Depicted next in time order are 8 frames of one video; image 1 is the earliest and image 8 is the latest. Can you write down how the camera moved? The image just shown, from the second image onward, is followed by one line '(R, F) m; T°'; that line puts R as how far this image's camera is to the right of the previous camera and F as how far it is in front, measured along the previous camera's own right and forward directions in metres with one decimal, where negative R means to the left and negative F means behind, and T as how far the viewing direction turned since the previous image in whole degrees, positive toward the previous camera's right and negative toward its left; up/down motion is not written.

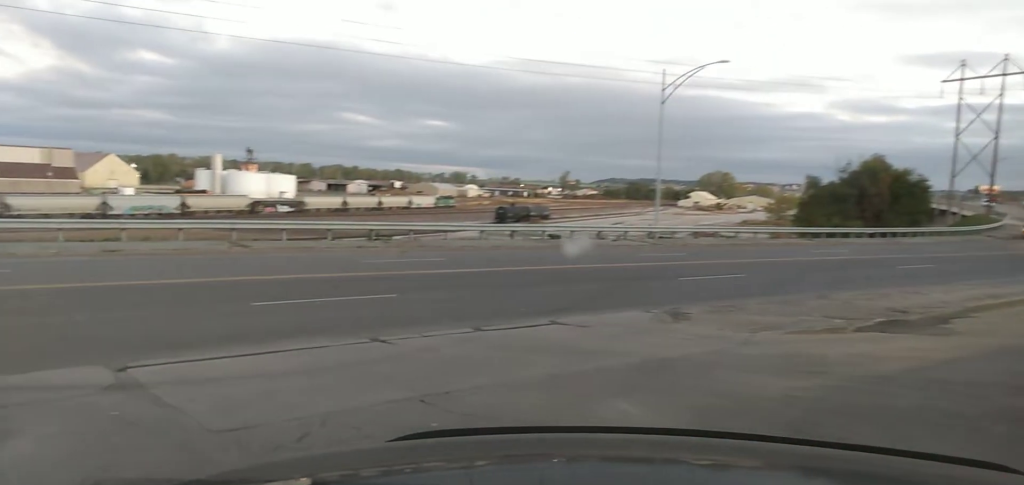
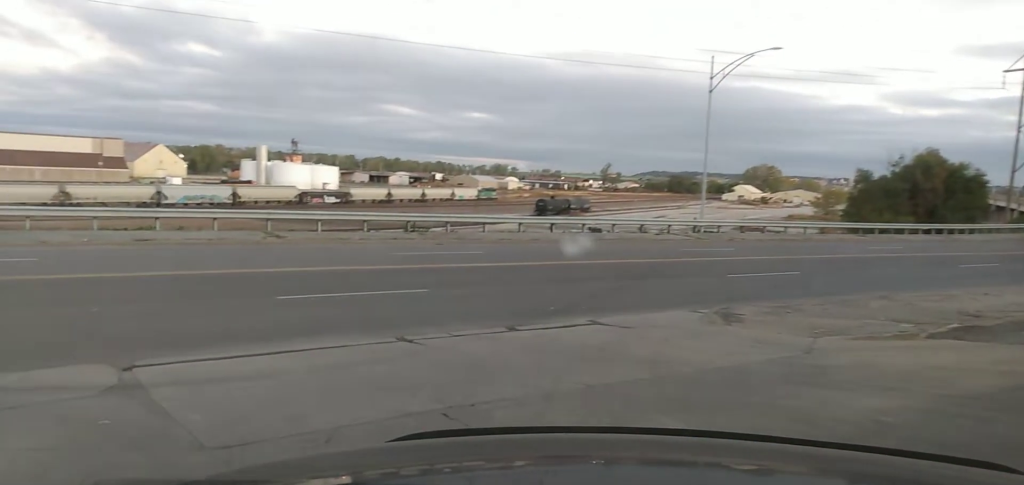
(0.0, +1.2) m; -1°
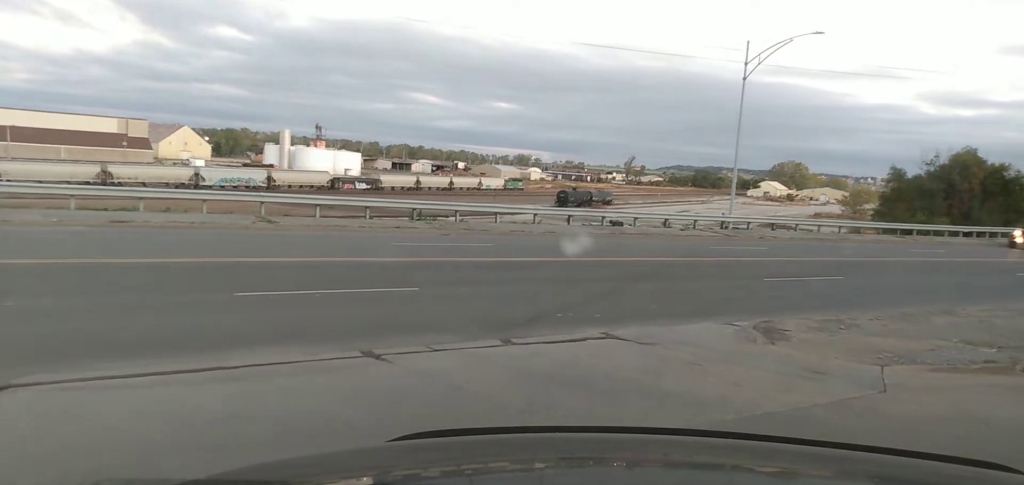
(0.0, +2.8) m; -3°
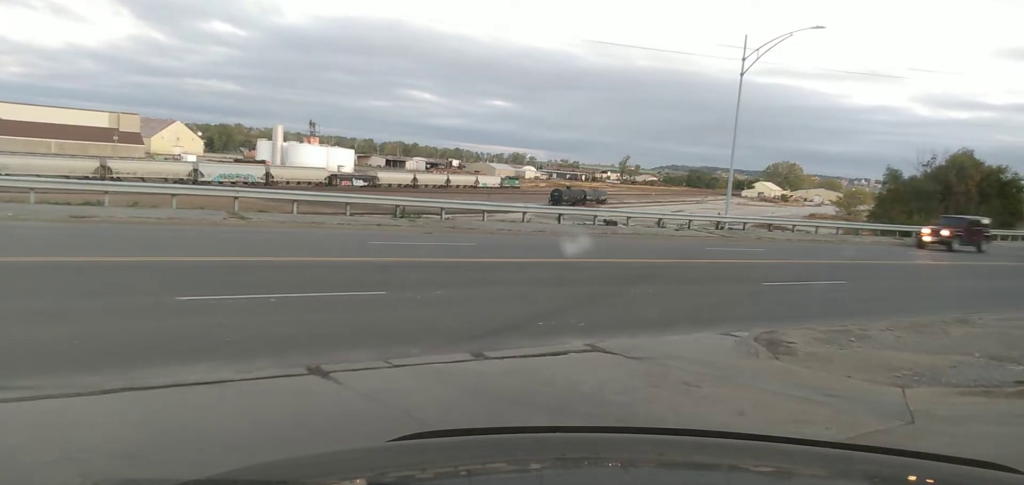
(0.0, +1.5) m; -4°
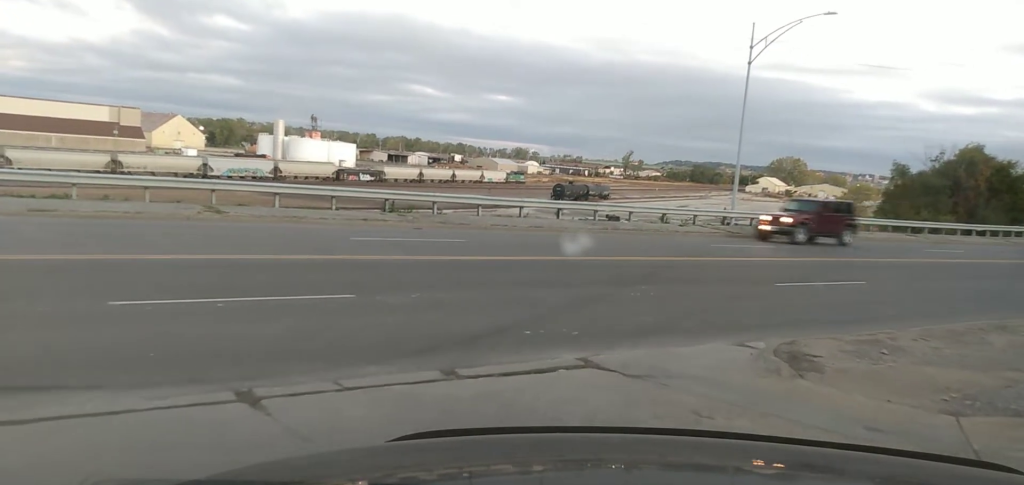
(-0.2, +1.5) m; -5°
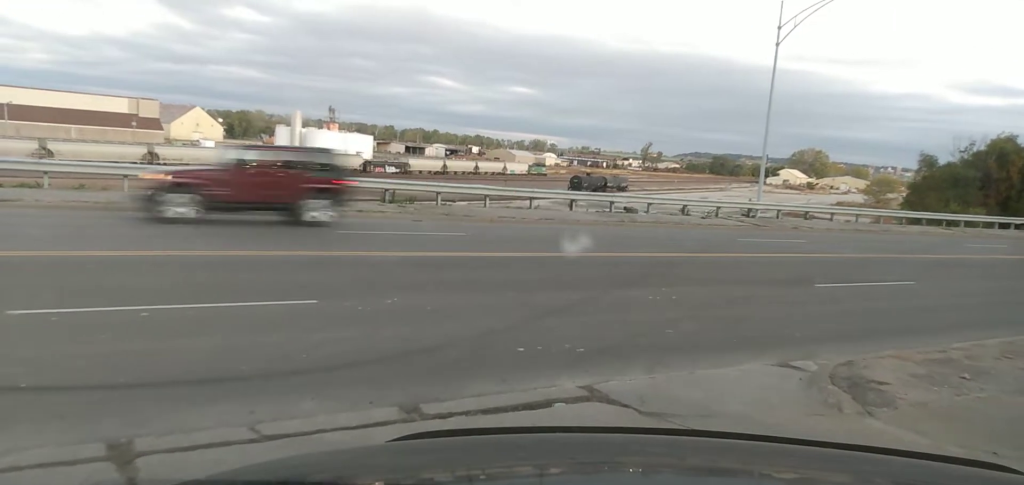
(-0.1, +2.4) m; -3°
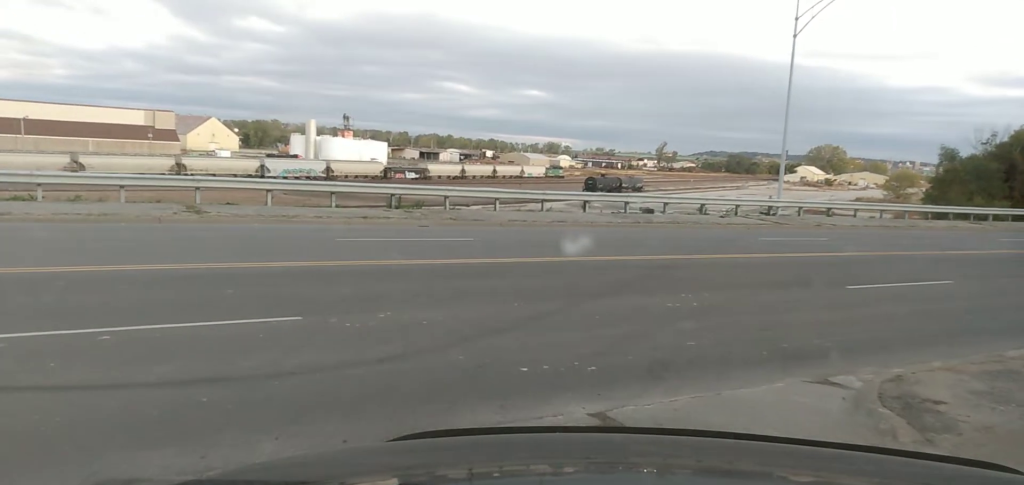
(0.0, +1.3) m; -1°
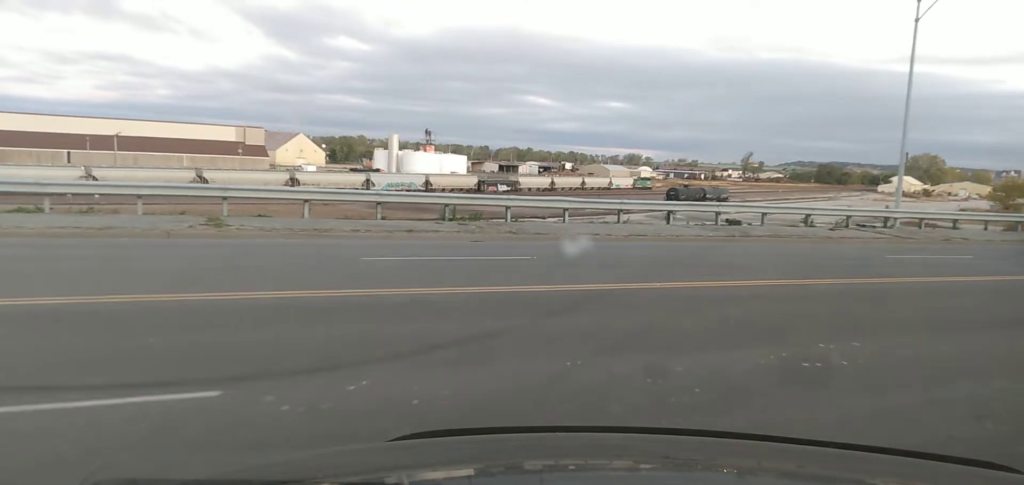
(-0.1, +3.6) m; -1°
